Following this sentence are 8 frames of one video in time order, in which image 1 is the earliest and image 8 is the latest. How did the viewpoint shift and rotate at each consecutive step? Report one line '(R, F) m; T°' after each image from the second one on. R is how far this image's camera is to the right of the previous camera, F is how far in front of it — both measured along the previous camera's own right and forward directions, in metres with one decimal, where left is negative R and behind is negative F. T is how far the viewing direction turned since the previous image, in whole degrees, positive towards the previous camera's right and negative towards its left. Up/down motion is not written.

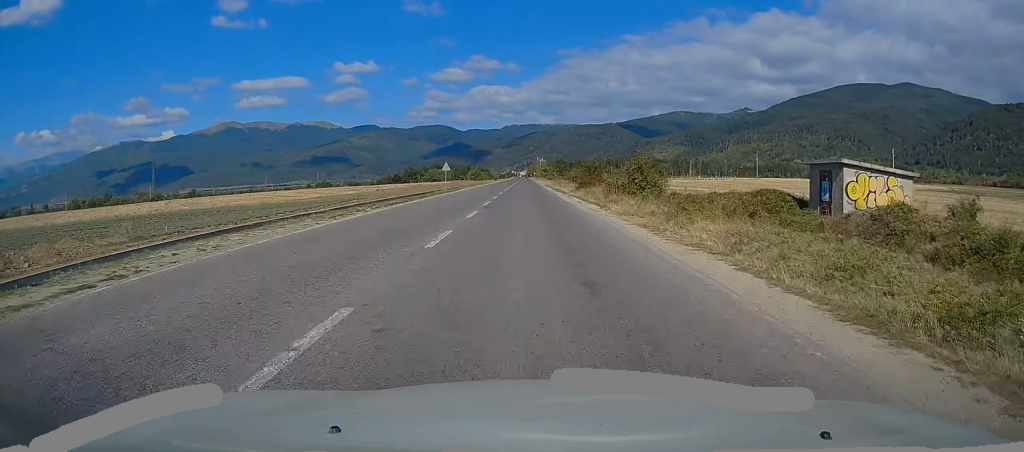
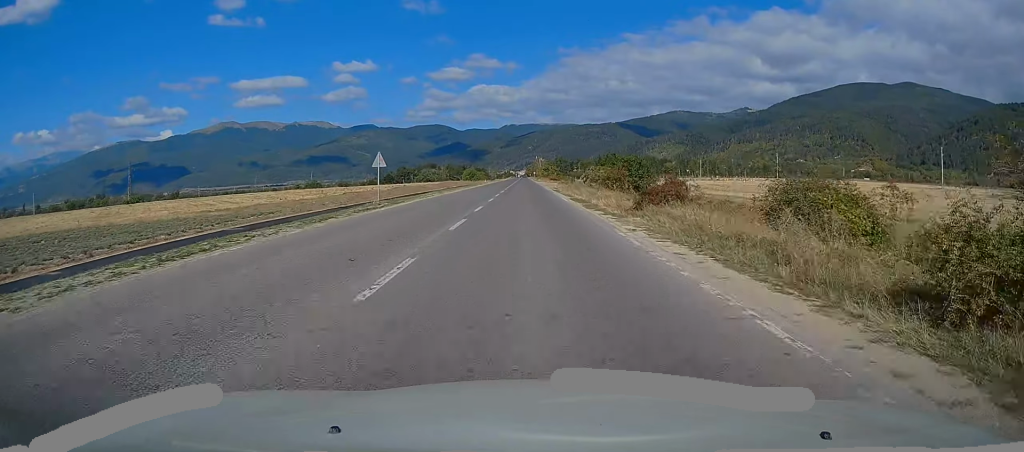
(-0.2, +26.7) m; 0°
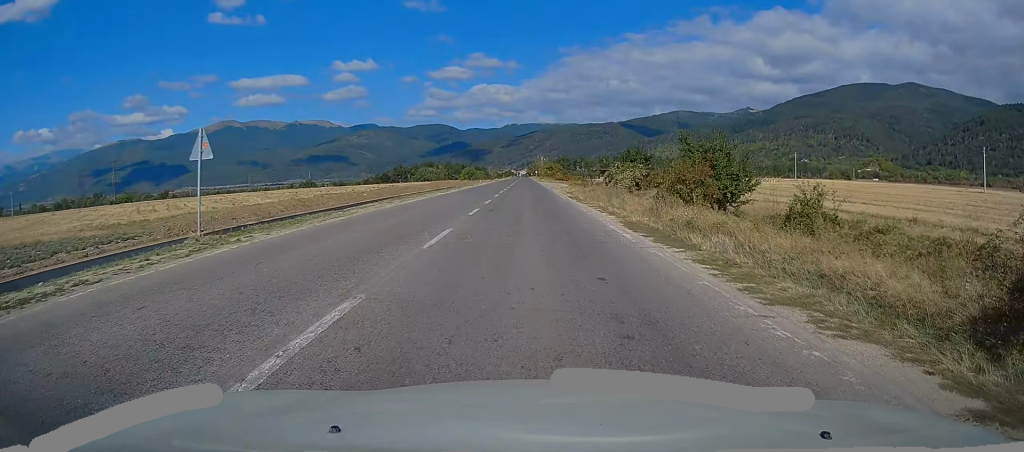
(0.0, +18.4) m; 0°
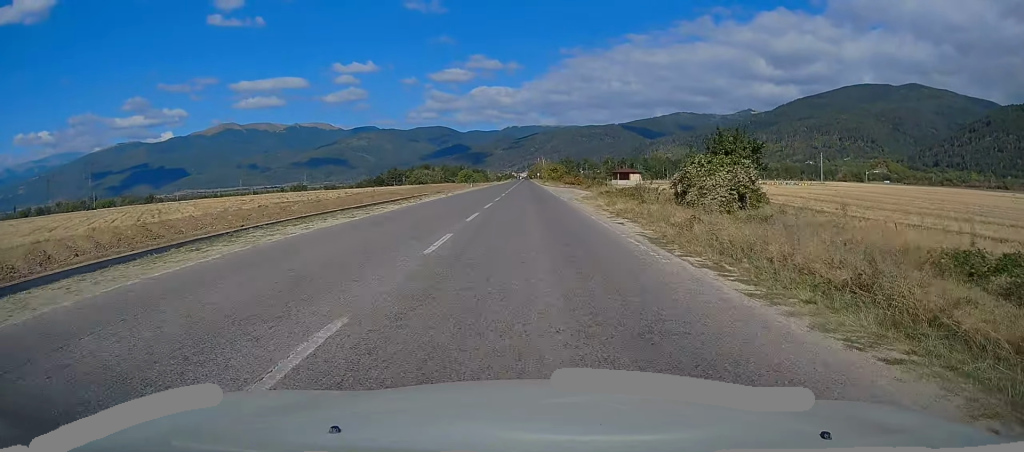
(0.0, +23.9) m; 0°
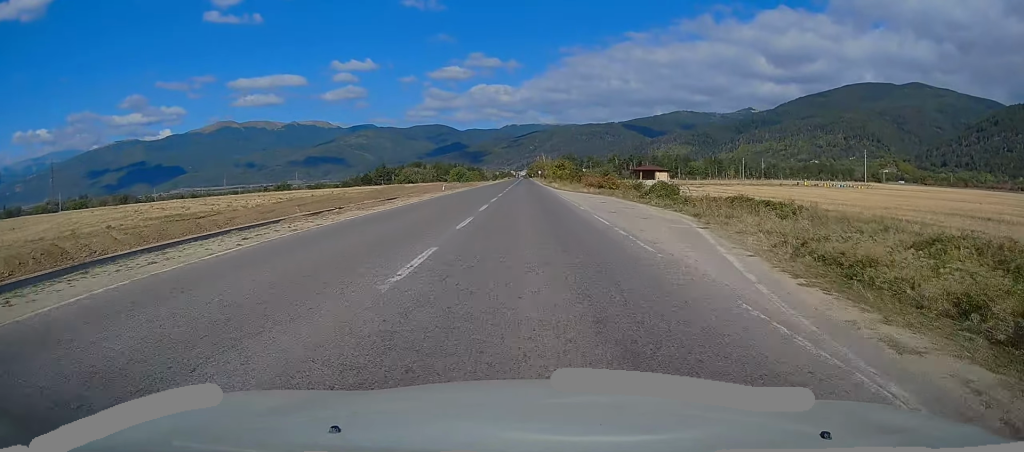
(+0.1, +33.9) m; +1°
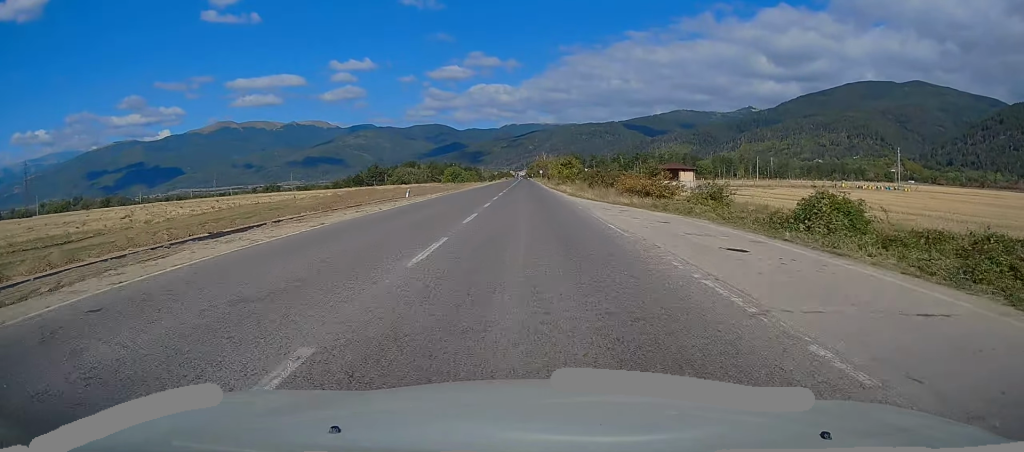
(+0.2, +21.0) m; 0°
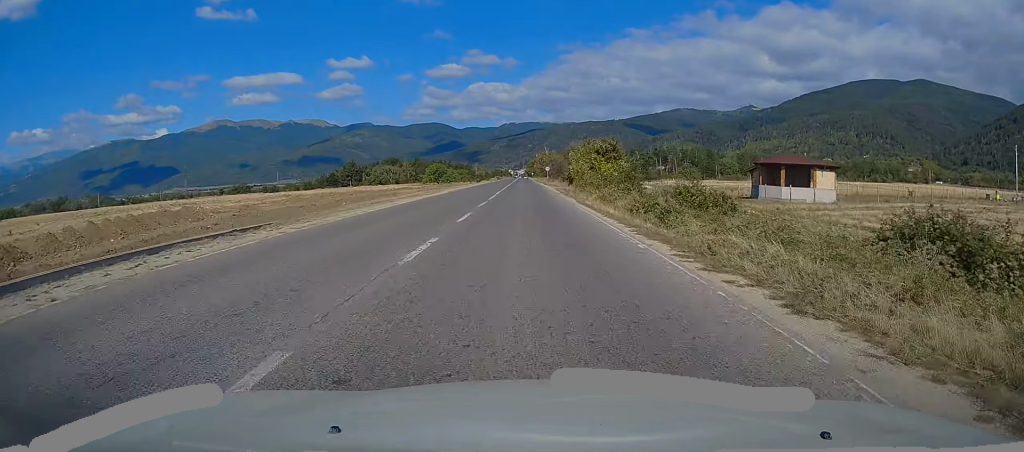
(-0.5, +53.8) m; -1°
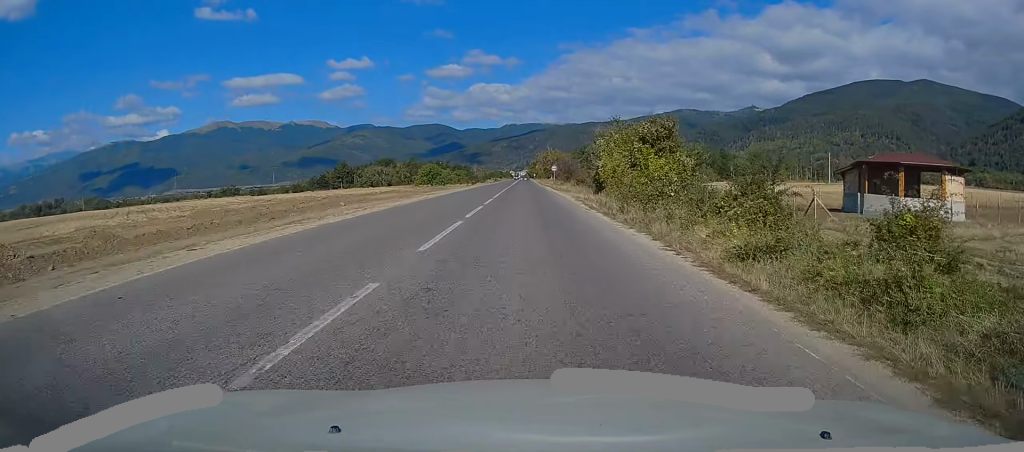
(+0.1, +19.9) m; 0°
